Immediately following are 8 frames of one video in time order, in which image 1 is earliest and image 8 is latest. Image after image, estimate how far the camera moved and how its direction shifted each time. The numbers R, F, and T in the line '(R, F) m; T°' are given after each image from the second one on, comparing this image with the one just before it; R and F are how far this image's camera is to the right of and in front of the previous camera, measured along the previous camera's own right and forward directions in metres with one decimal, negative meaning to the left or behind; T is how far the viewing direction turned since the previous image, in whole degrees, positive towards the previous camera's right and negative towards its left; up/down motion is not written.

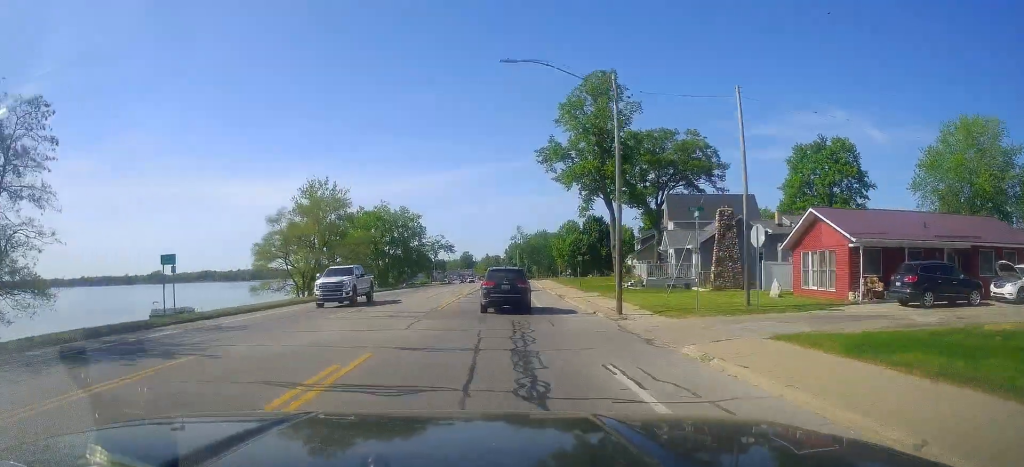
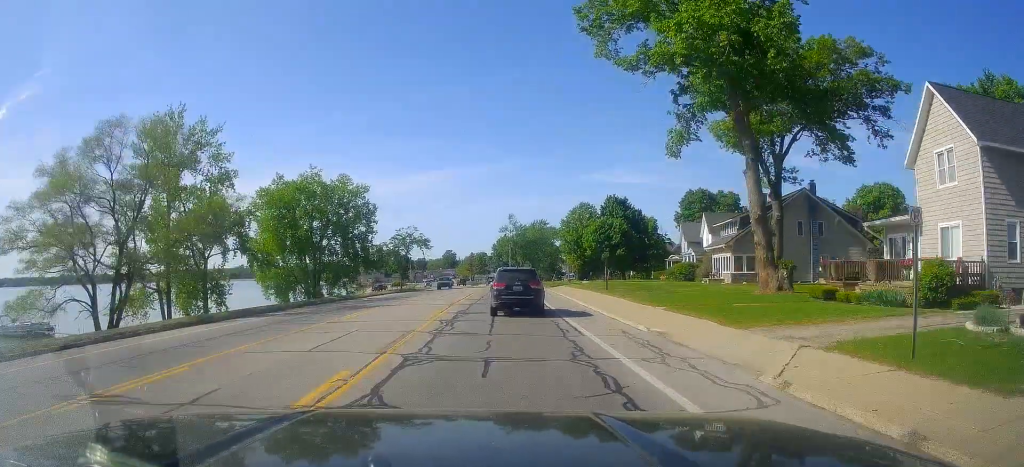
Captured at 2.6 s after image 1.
(-1.5, +39.1) m; -3°
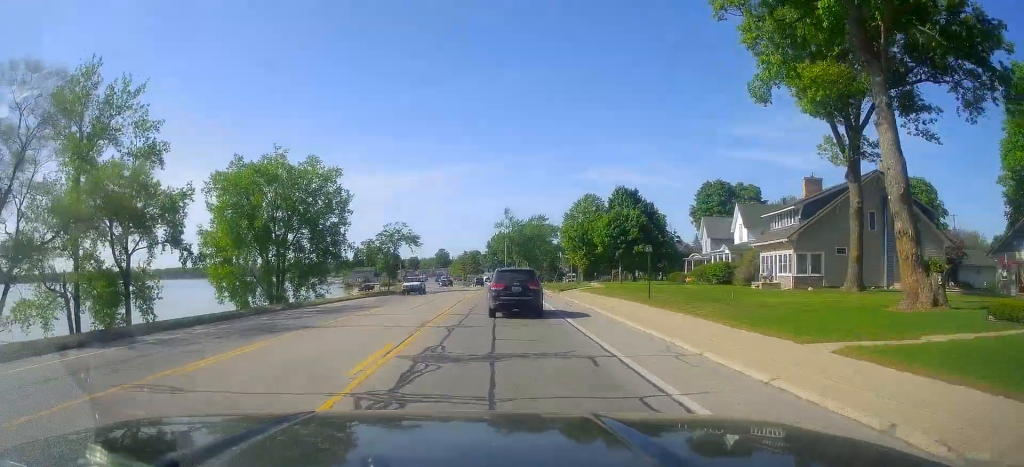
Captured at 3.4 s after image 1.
(+0.2, +11.7) m; +2°
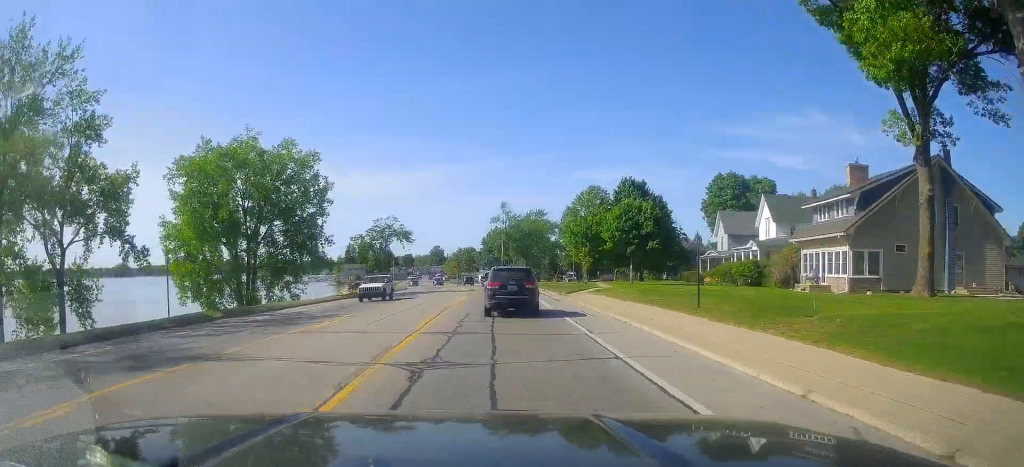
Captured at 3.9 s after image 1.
(+0.1, +7.1) m; +2°
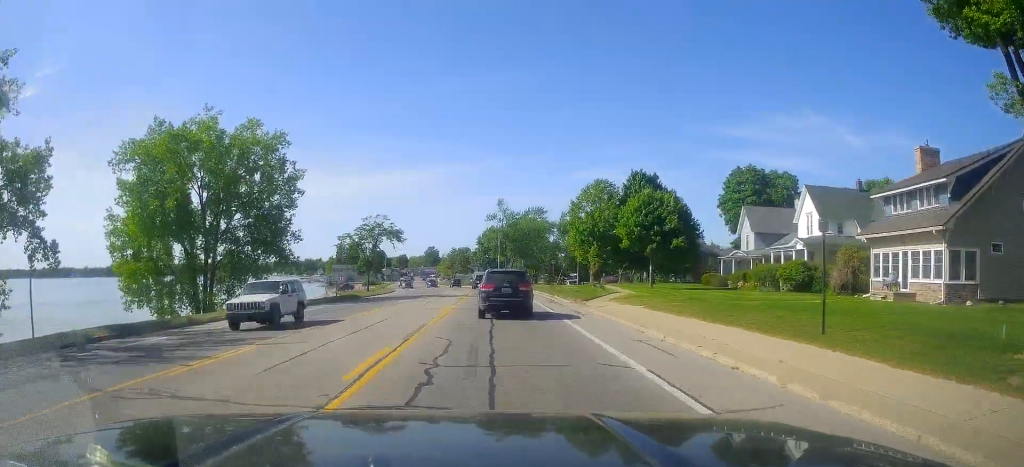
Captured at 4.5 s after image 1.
(+0.2, +8.5) m; +1°
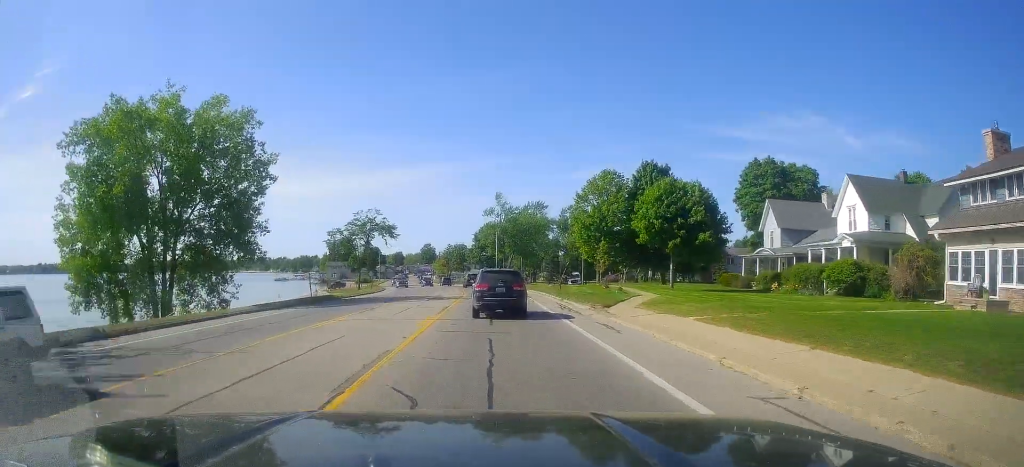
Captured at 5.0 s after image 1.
(+0.4, +6.6) m; -1°
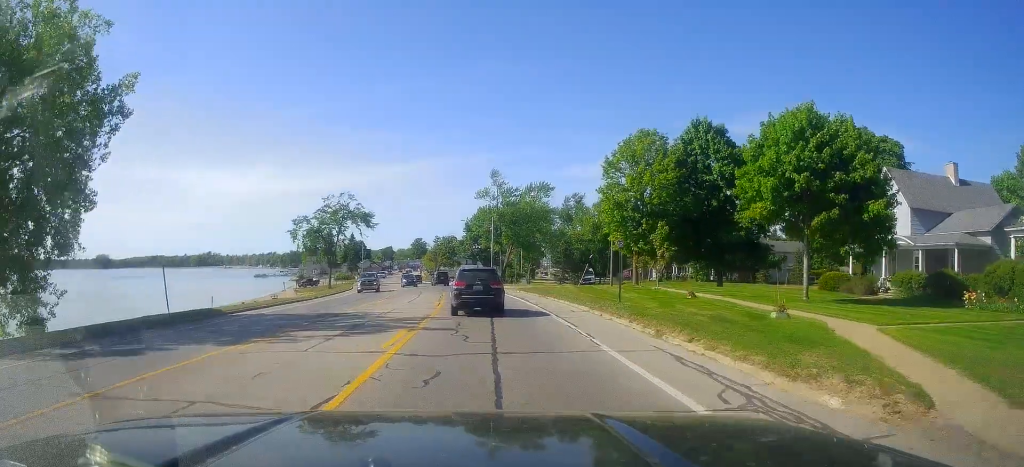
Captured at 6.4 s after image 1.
(-1.1, +20.3) m; -3°
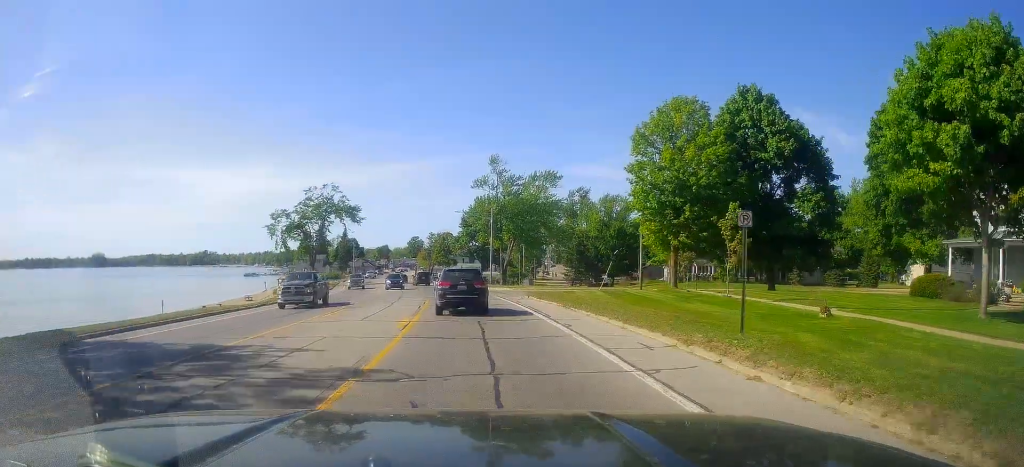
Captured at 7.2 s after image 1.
(+0.2, +10.9) m; +3°
